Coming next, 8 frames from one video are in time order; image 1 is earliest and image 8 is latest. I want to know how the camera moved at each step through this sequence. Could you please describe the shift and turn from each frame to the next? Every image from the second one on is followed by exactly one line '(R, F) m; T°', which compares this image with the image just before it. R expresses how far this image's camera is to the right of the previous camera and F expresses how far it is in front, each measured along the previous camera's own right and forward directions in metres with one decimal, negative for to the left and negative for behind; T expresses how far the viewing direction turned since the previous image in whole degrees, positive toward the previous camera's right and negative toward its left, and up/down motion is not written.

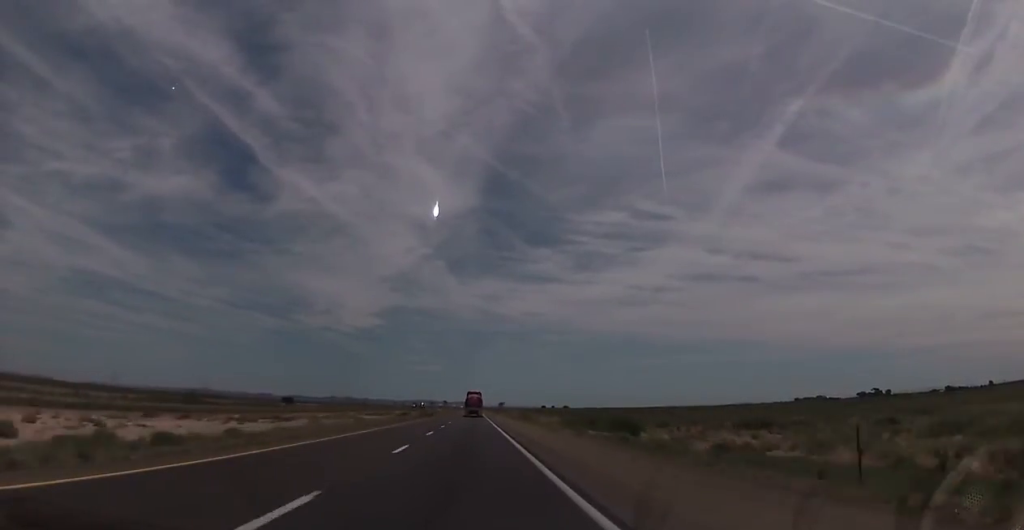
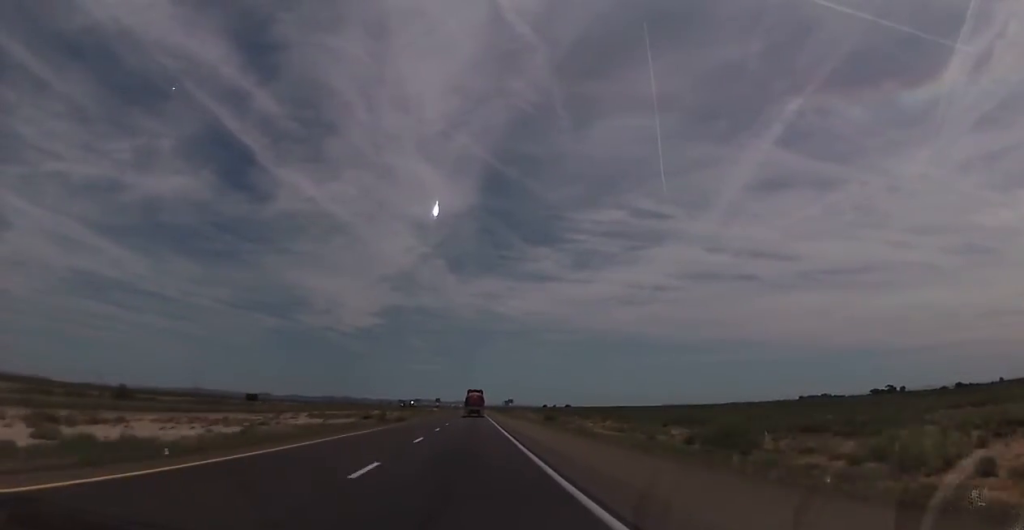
(0.0, +43.4) m; +1°
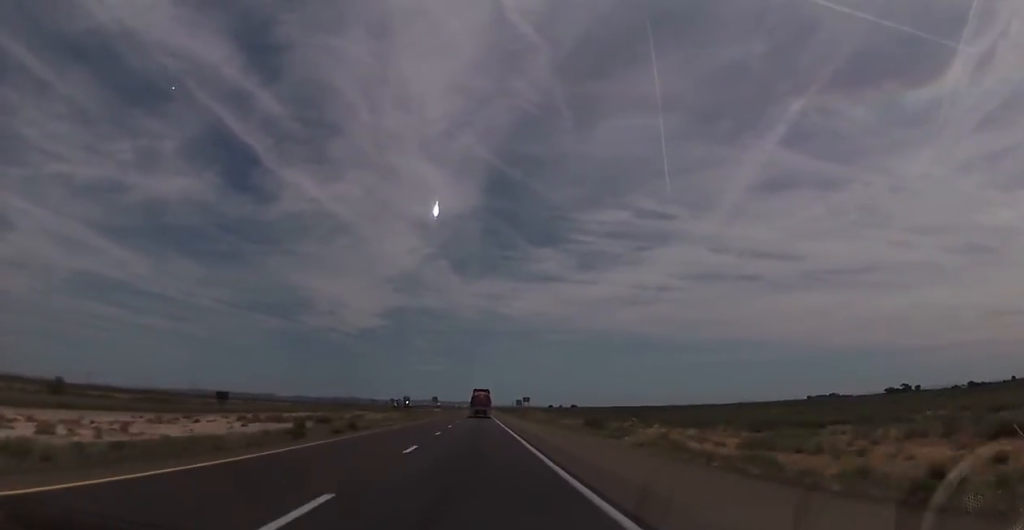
(+0.2, +30.2) m; 0°
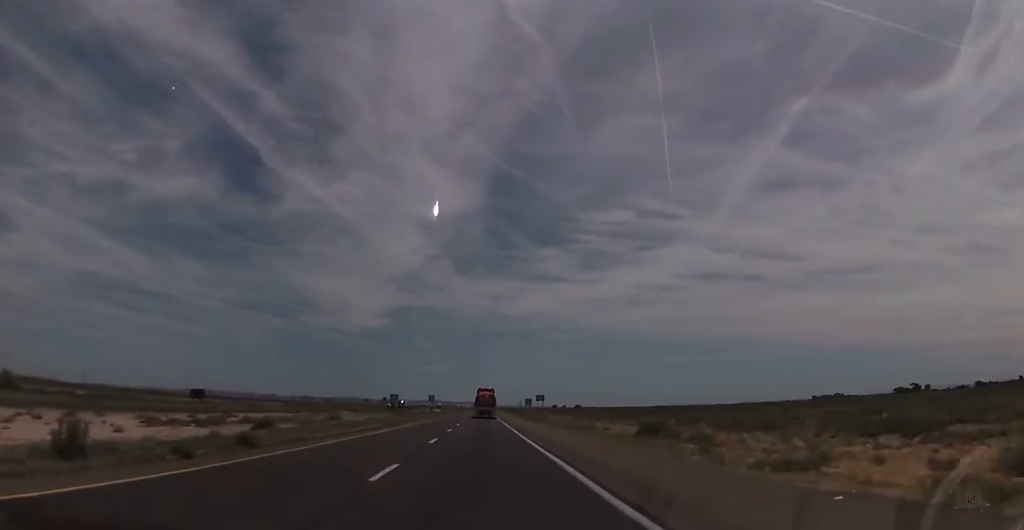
(+0.3, +19.3) m; 0°
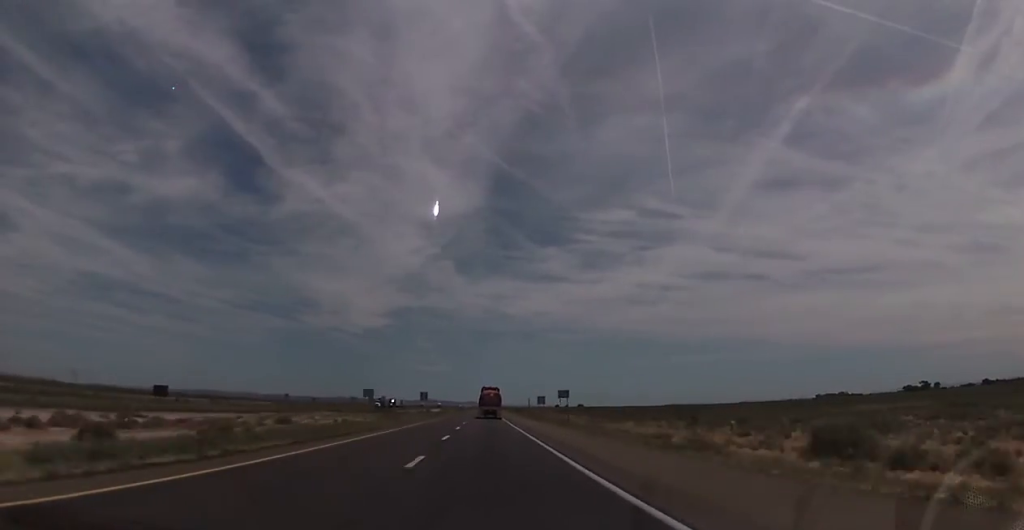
(-0.2, +21.7) m; -1°
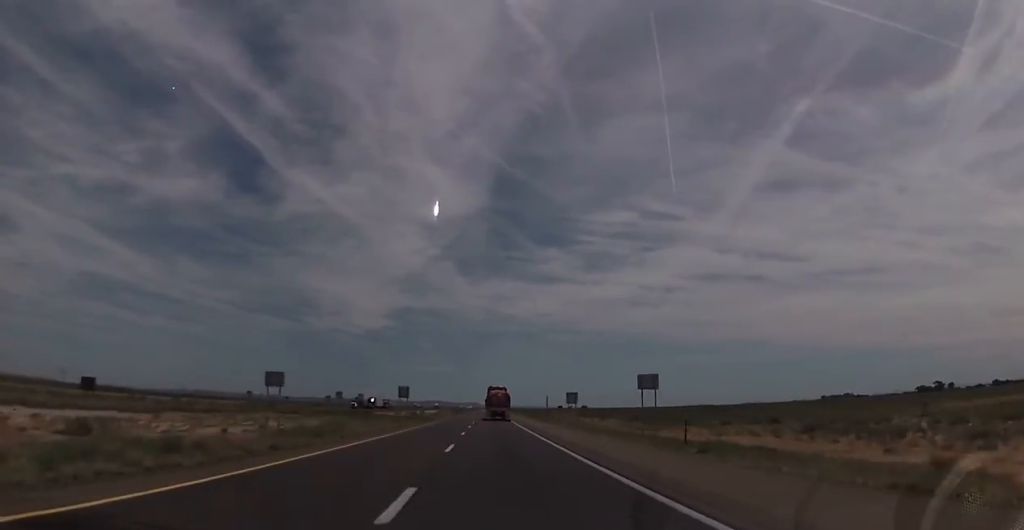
(-0.4, +31.4) m; -1°
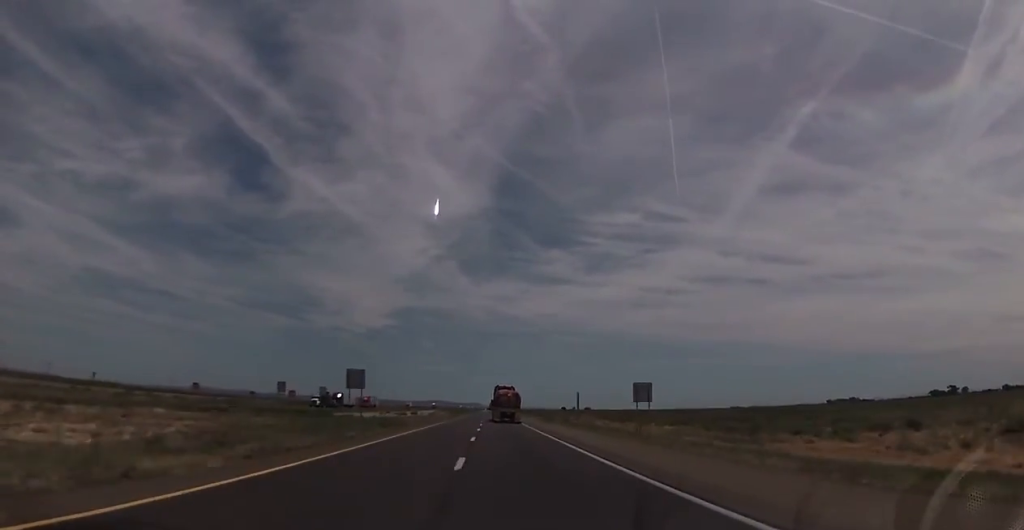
(-0.2, +30.3) m; 0°
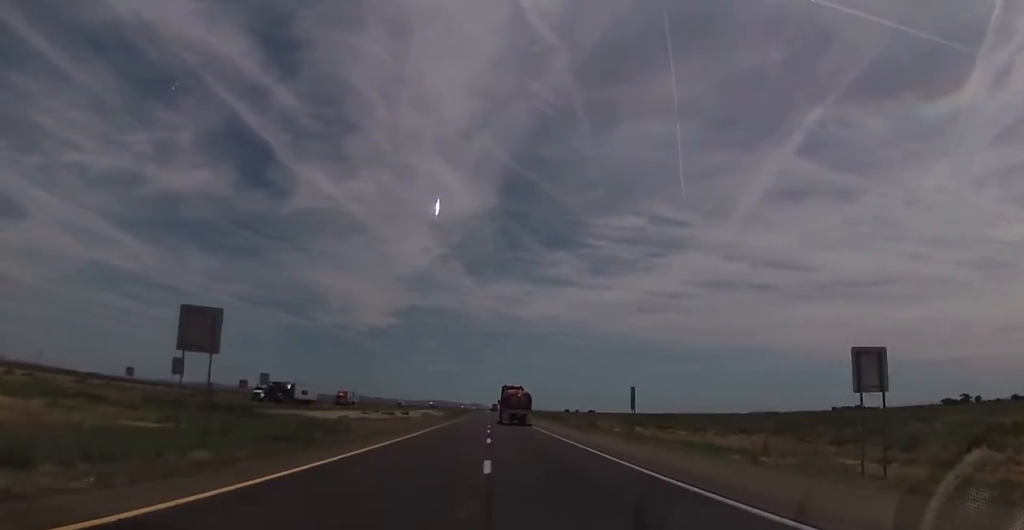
(+0.4, +25.5) m; +1°
